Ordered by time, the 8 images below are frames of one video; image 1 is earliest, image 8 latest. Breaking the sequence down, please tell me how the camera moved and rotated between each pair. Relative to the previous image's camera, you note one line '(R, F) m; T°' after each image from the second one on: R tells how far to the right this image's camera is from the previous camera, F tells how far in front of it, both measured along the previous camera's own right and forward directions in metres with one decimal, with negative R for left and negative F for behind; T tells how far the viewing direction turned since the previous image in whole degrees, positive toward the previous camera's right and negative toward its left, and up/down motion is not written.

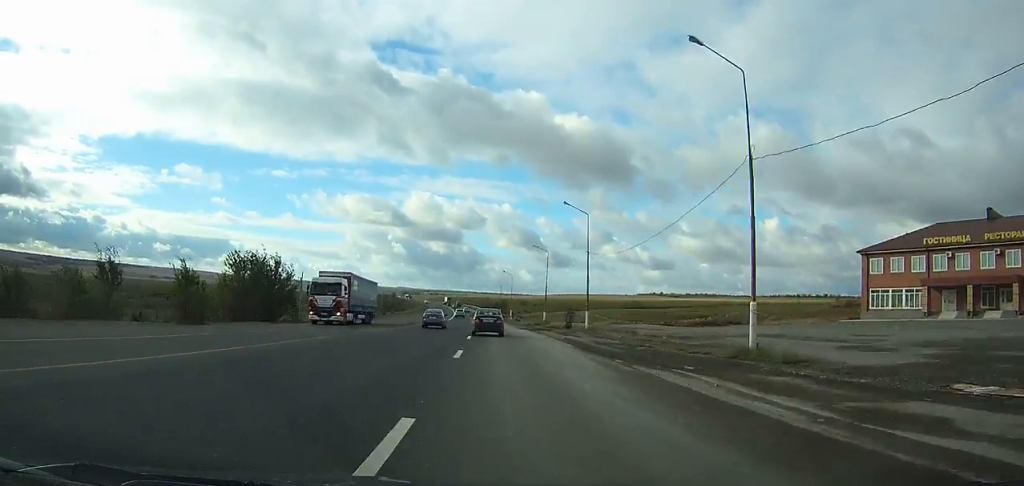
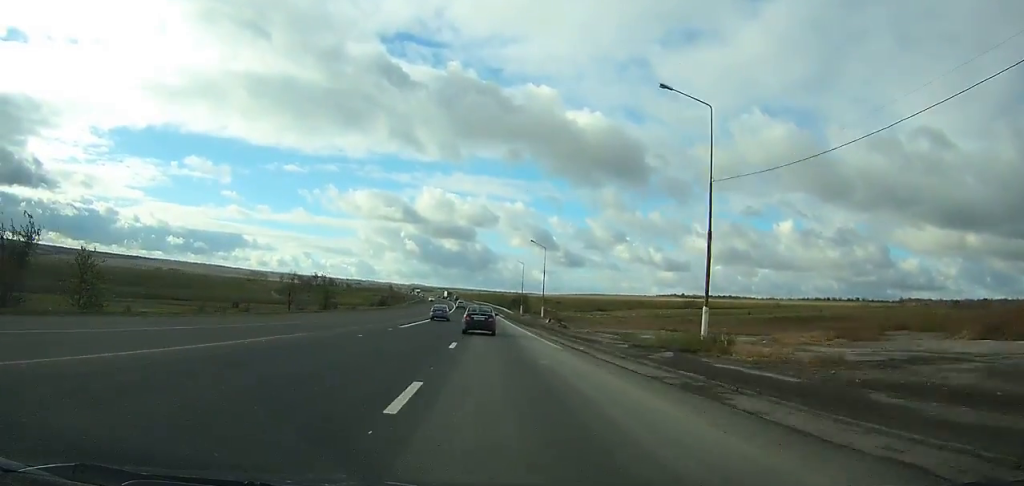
(-0.6, +57.0) m; -1°
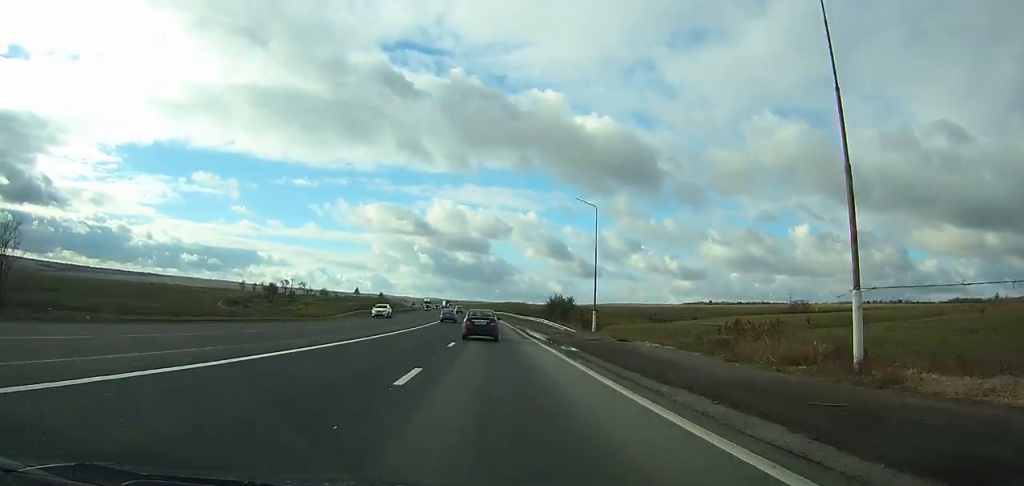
(-0.9, +68.9) m; -1°
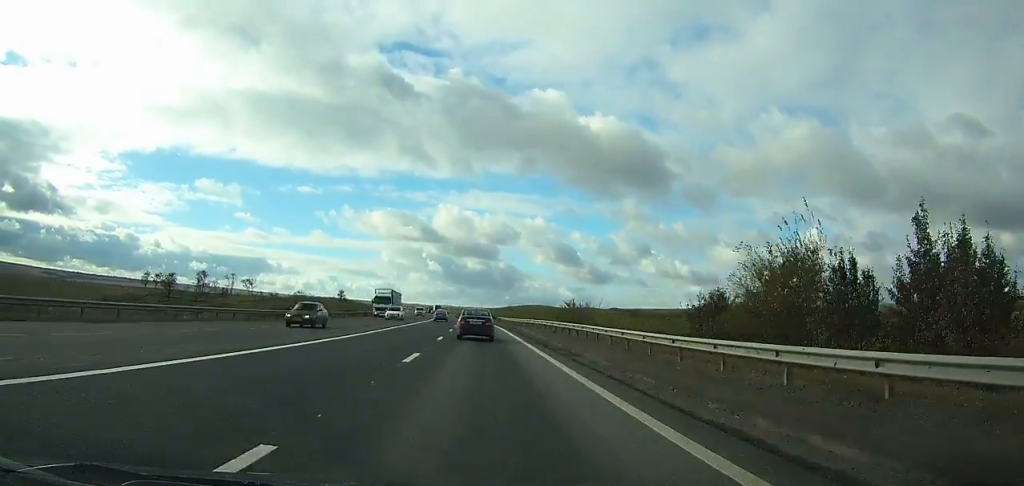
(-0.9, +79.8) m; -2°
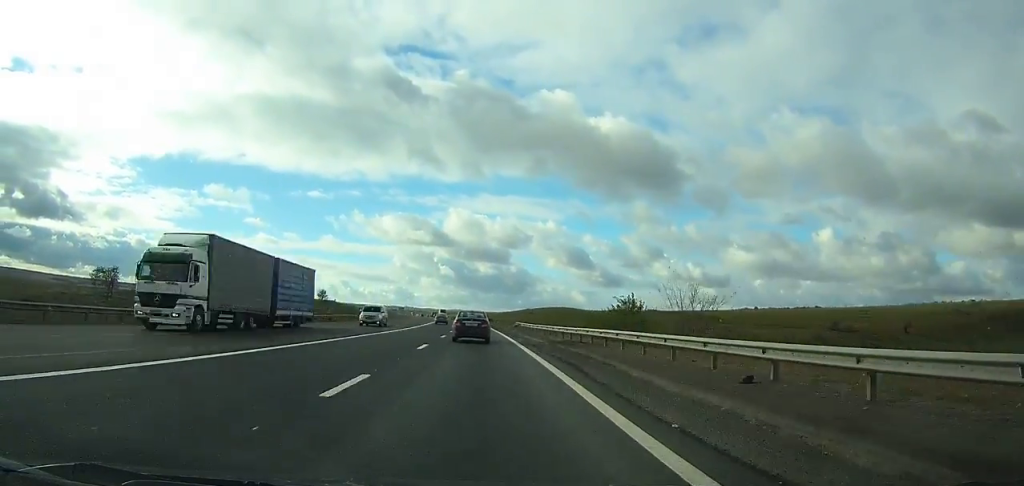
(-0.4, +29.9) m; -1°
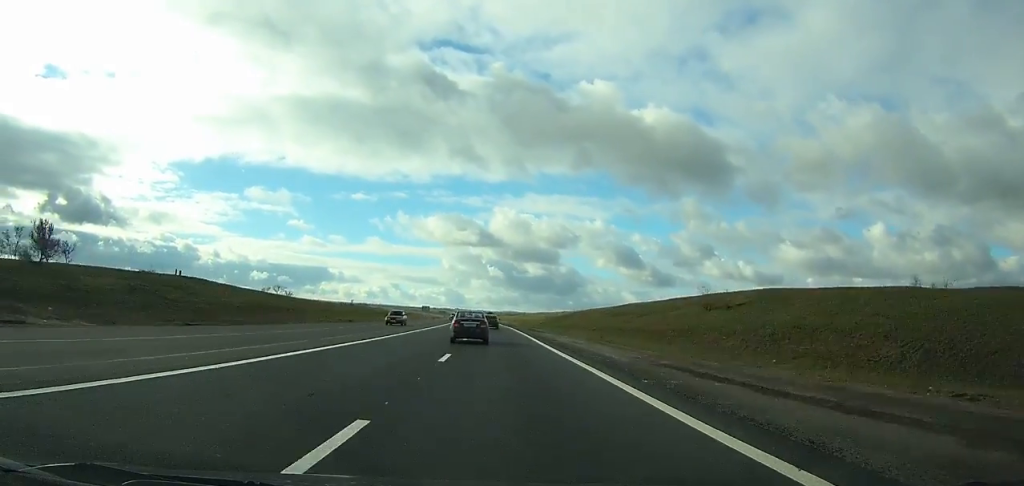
(-3.9, +99.8) m; -4°
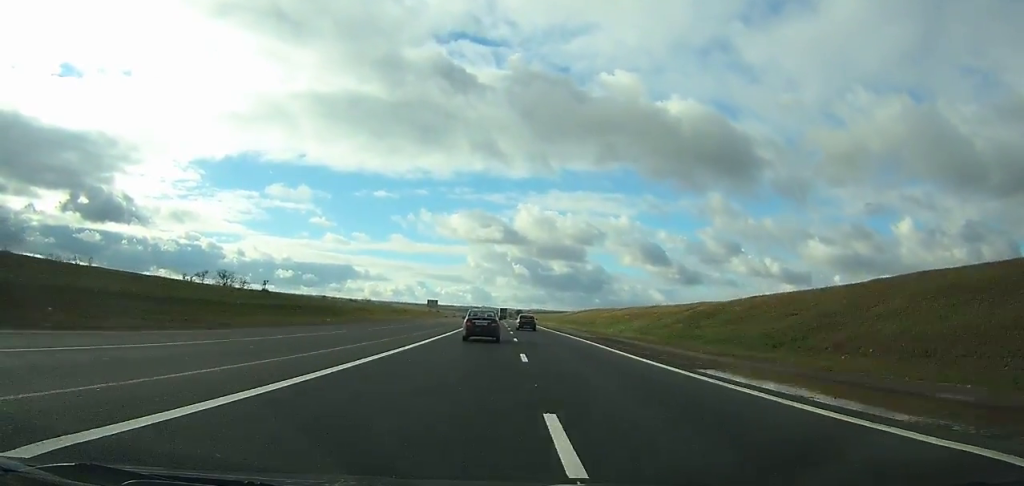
(-1.7, +70.0) m; -2°
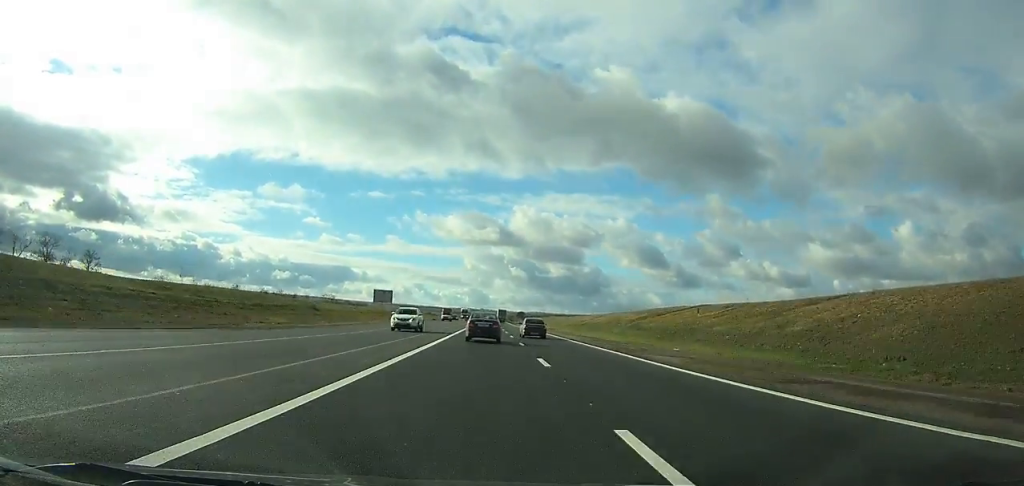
(-0.7, +72.4) m; -1°
